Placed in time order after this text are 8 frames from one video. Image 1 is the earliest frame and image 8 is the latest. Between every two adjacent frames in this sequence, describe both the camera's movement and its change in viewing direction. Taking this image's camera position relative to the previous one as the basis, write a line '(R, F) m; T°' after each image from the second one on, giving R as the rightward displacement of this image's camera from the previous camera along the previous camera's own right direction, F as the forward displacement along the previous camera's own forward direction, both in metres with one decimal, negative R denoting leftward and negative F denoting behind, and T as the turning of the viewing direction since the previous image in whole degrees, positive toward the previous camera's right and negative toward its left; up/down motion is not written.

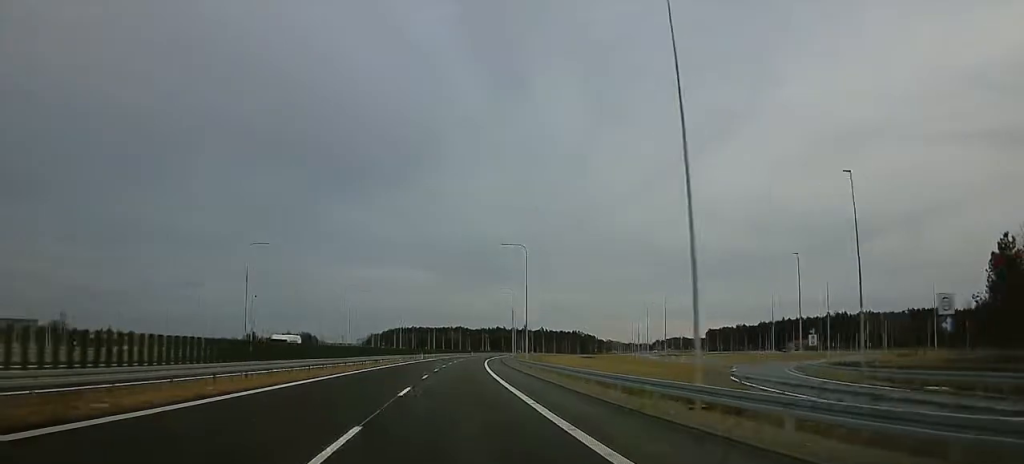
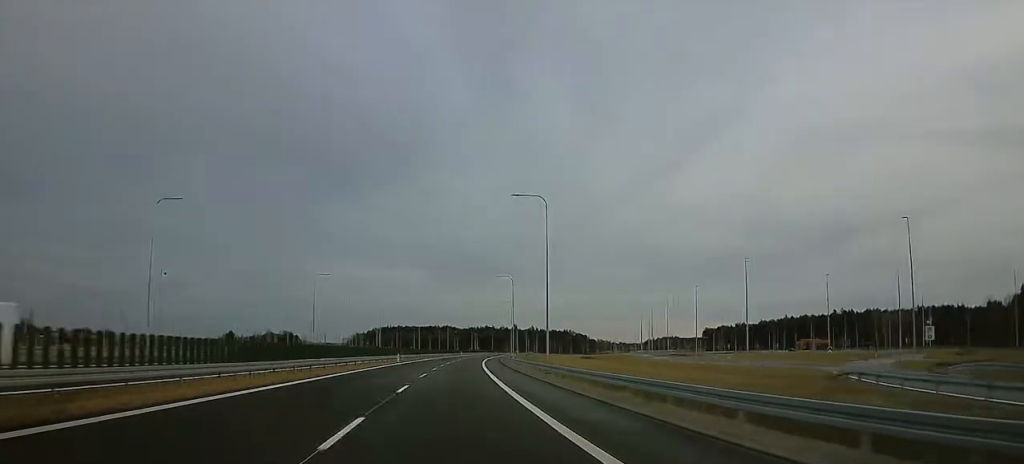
(0.0, +22.3) m; 0°
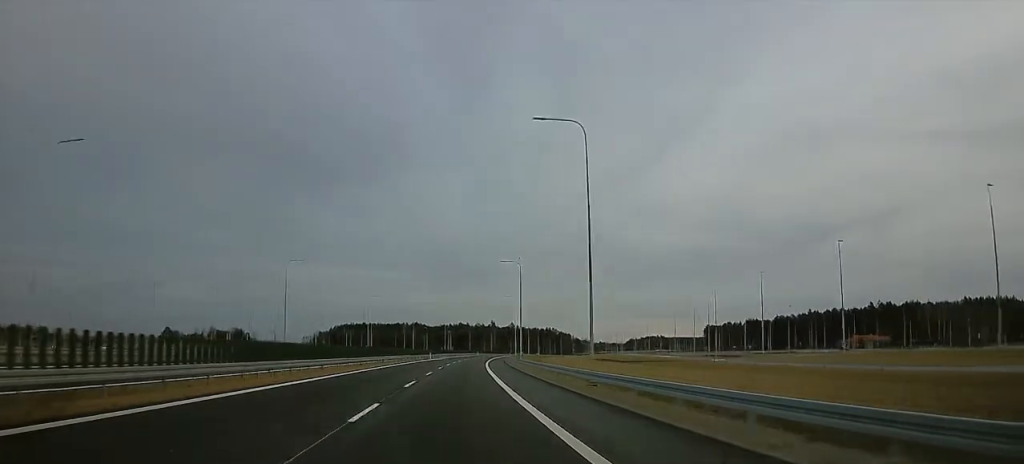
(0.0, +68.0) m; 0°
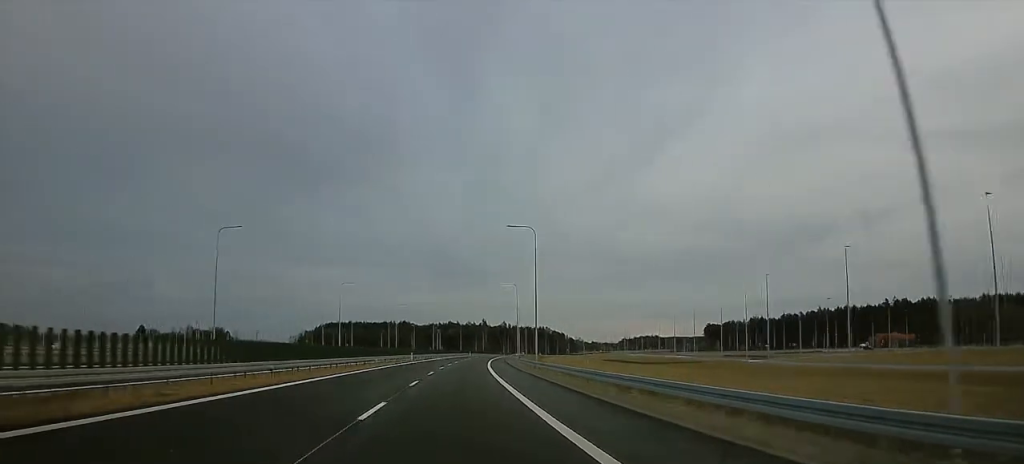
(0.0, +23.6) m; 0°
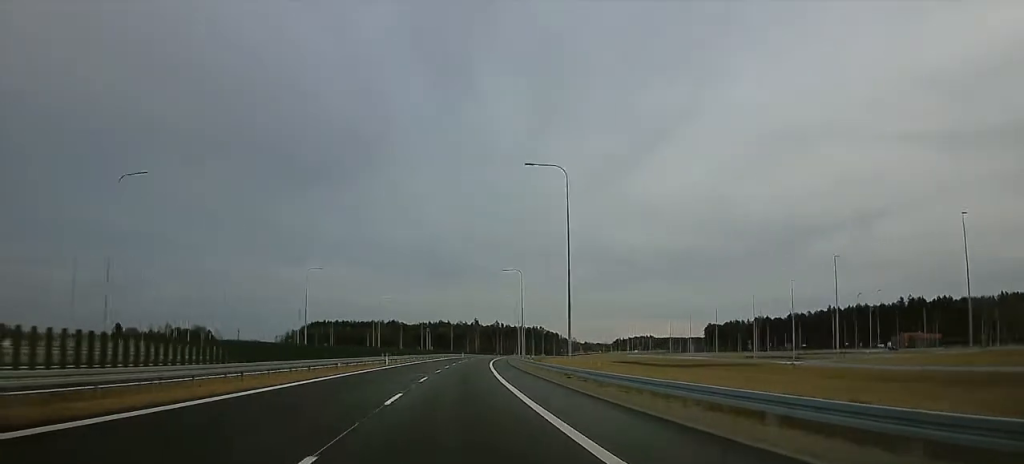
(0.0, +20.6) m; 0°
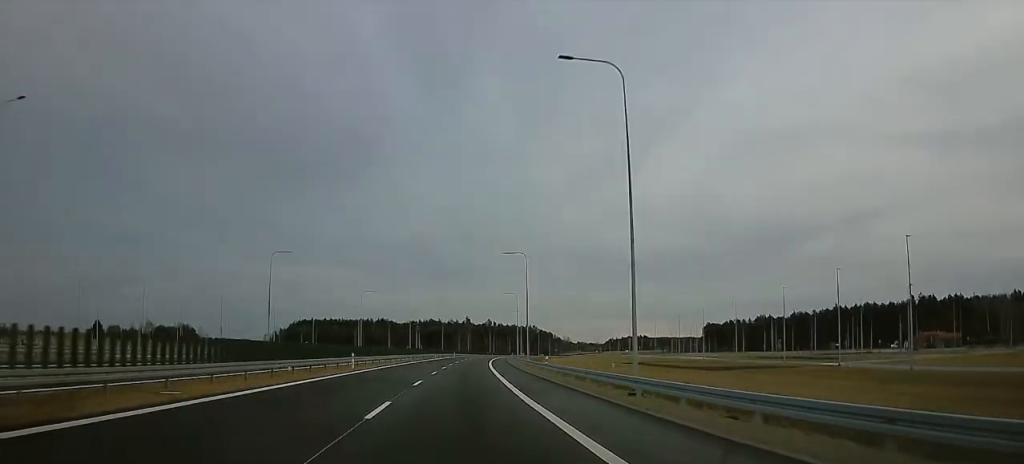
(0.0, +15.4) m; 0°
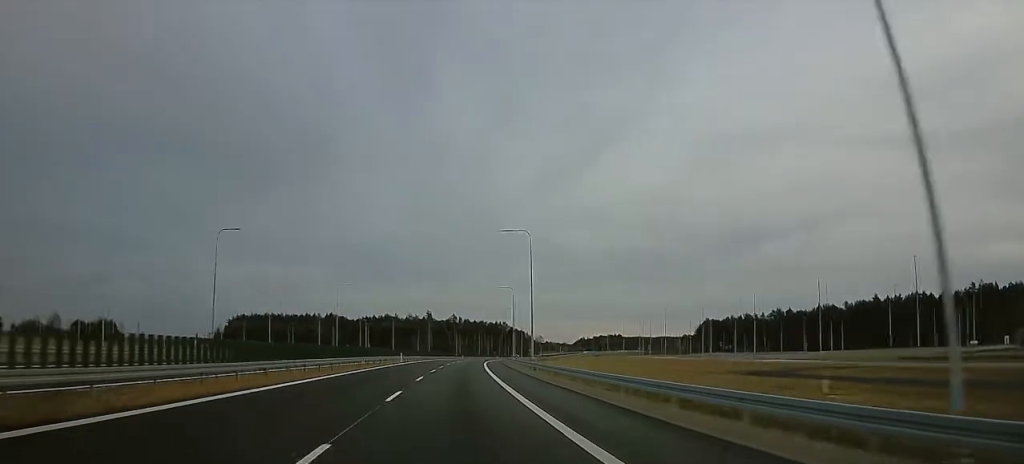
(0.0, +67.8) m; 0°
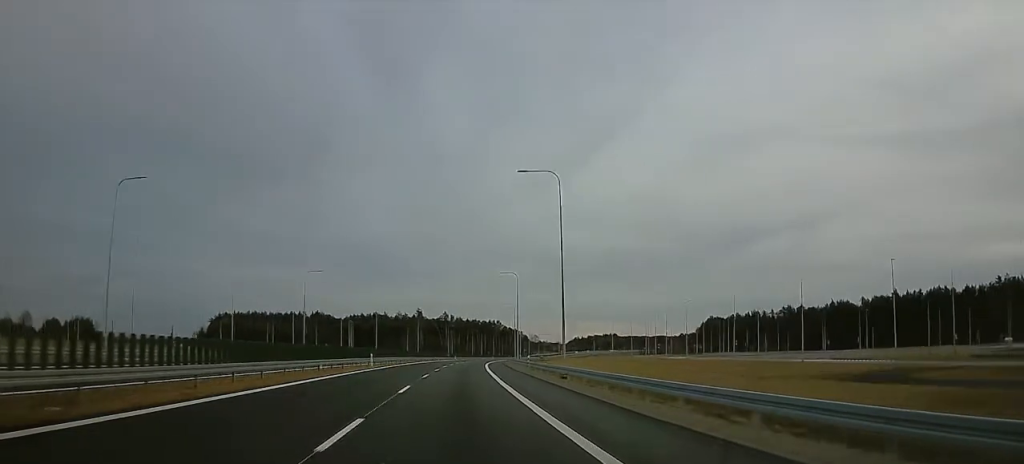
(0.0, +20.5) m; 0°
